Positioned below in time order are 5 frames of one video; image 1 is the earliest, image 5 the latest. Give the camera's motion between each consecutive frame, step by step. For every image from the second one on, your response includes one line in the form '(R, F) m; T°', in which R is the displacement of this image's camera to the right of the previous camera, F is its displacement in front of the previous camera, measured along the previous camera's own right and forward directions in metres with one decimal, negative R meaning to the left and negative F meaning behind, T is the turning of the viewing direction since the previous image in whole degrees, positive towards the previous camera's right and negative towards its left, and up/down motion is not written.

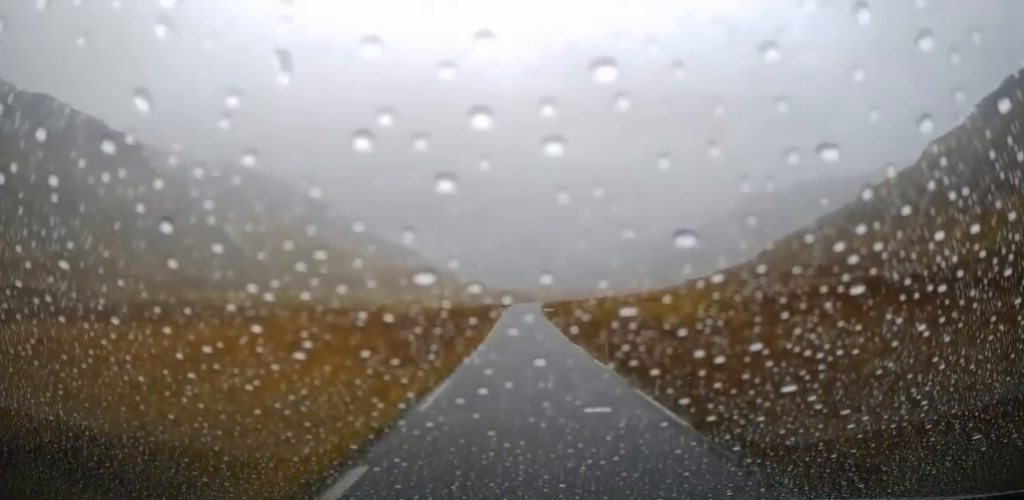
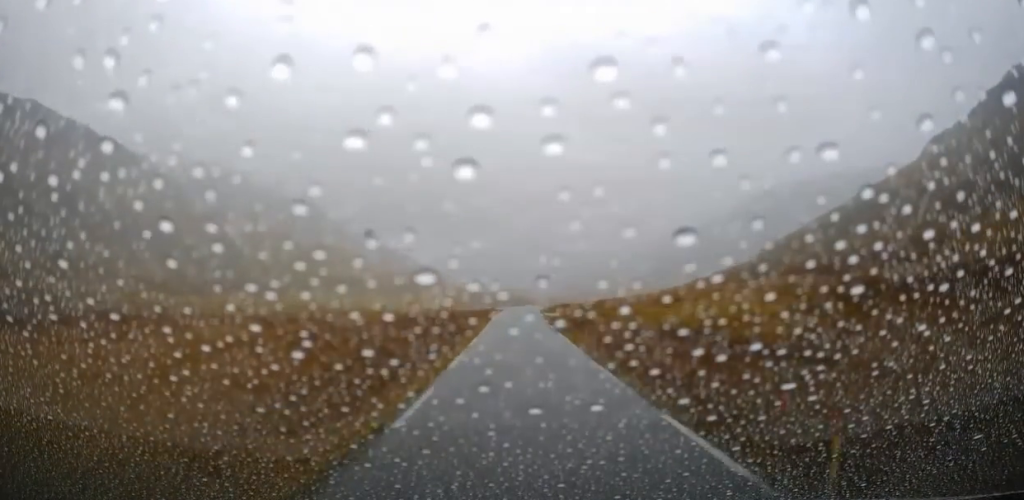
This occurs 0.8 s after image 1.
(+0.2, +12.9) m; 0°
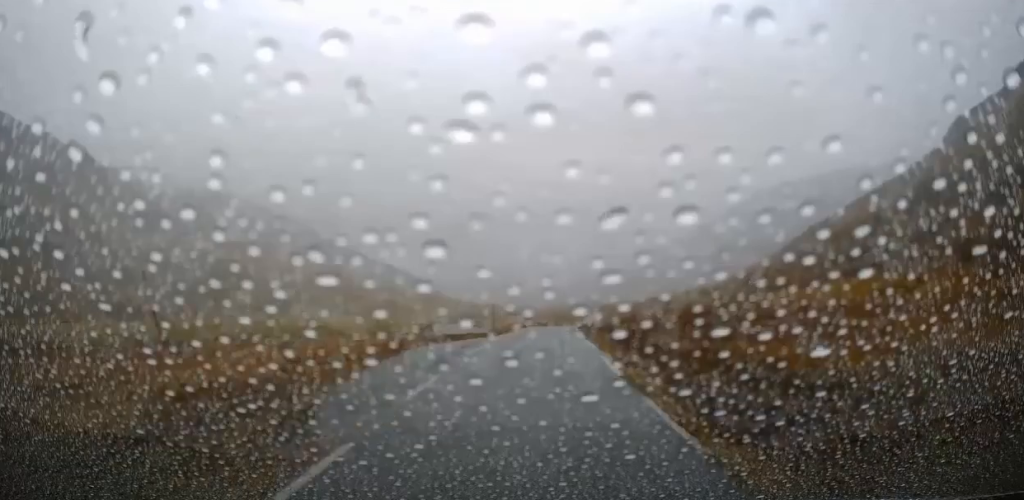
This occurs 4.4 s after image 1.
(+0.4, +58.0) m; +1°
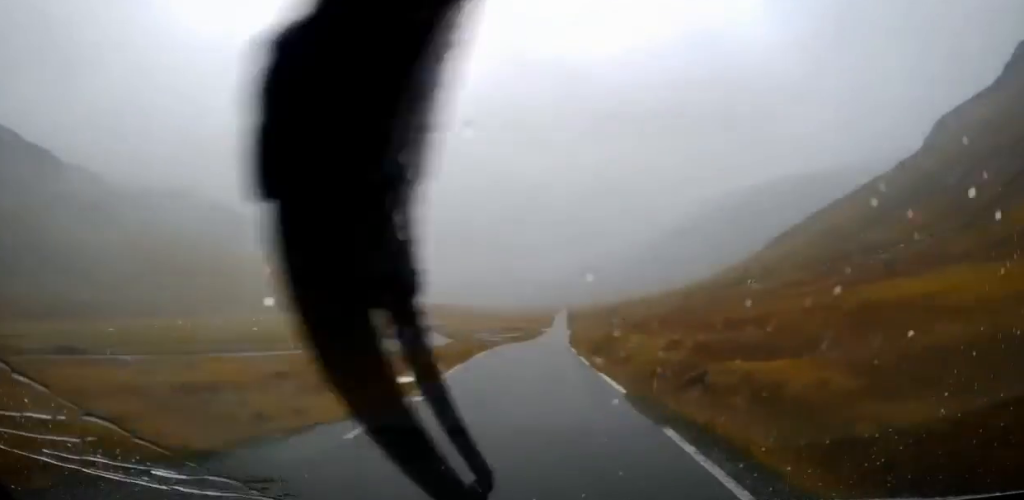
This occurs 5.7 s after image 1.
(-0.2, +20.3) m; +1°
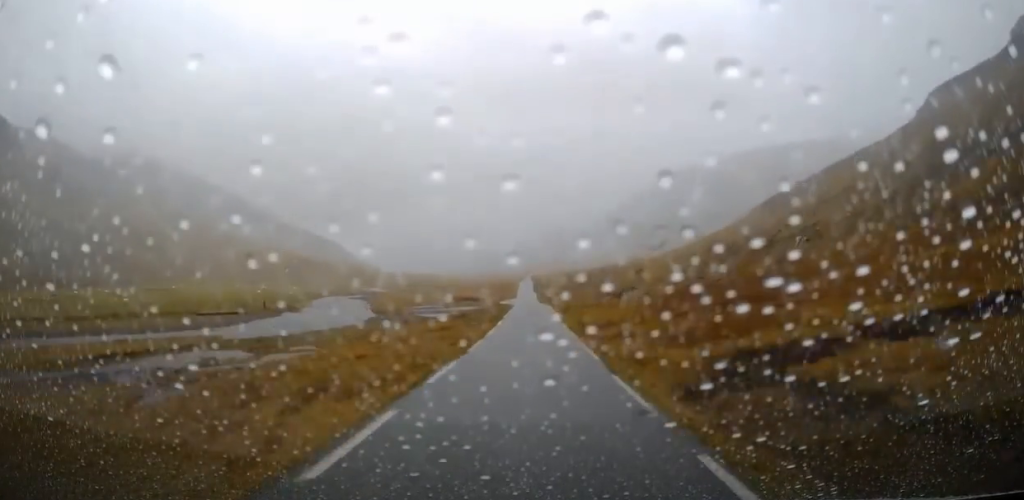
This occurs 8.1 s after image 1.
(+1.8, +39.0) m; +4°
